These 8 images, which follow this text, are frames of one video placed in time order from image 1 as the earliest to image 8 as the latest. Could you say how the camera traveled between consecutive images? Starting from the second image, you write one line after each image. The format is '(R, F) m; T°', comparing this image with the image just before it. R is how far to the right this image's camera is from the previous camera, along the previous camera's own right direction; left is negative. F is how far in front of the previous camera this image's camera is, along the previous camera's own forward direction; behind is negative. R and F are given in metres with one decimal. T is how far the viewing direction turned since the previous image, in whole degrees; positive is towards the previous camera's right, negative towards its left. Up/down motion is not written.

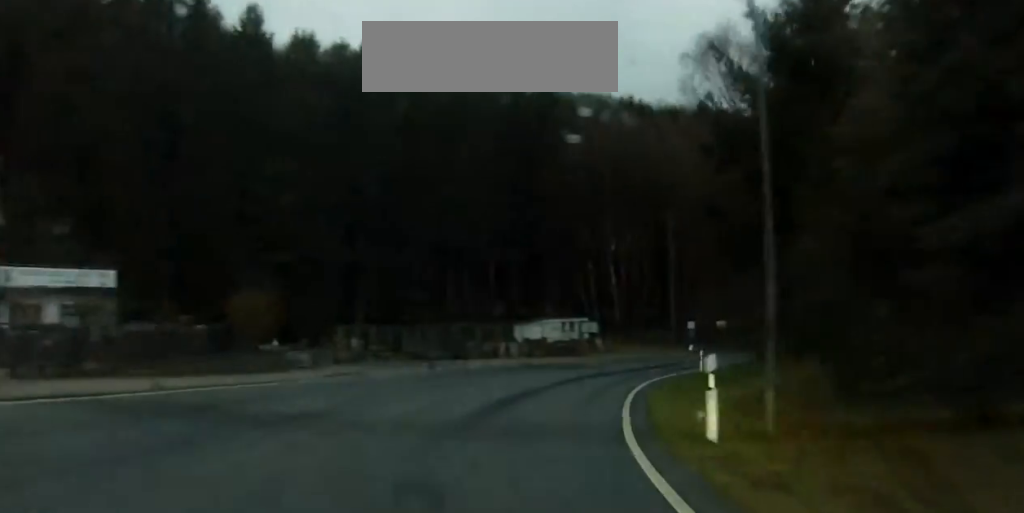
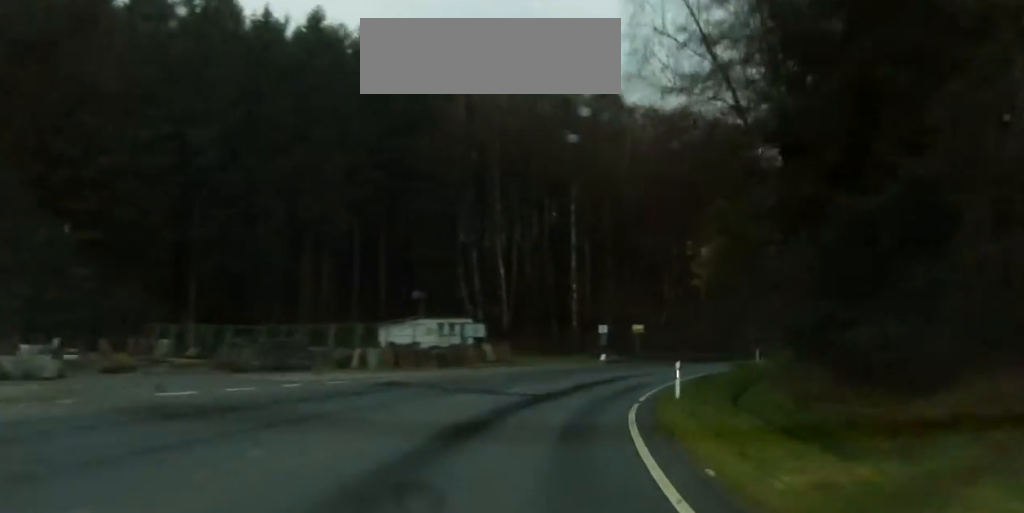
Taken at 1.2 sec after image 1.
(+0.7, +17.4) m; +8°
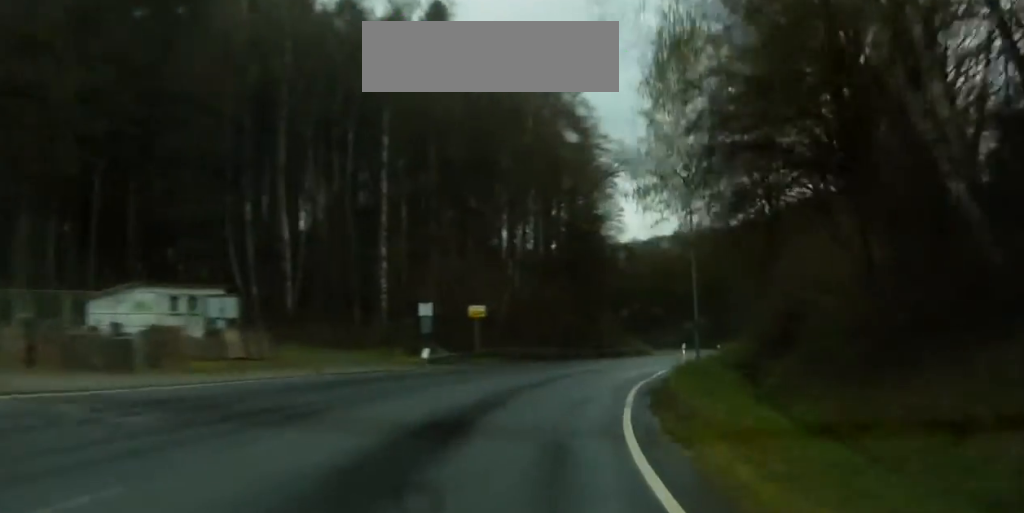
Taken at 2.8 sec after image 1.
(+2.7, +24.0) m; +12°
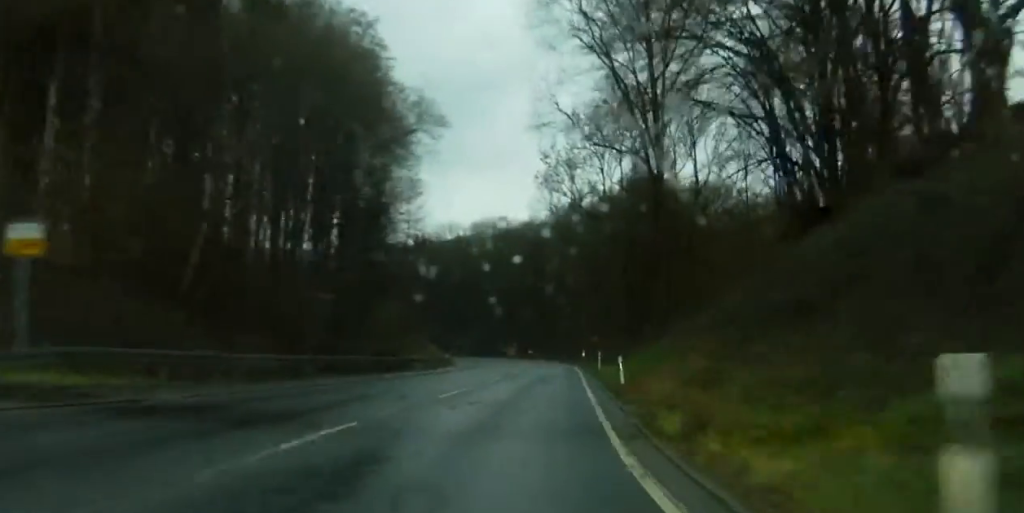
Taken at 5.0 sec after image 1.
(+4.7, +32.9) m; +13°
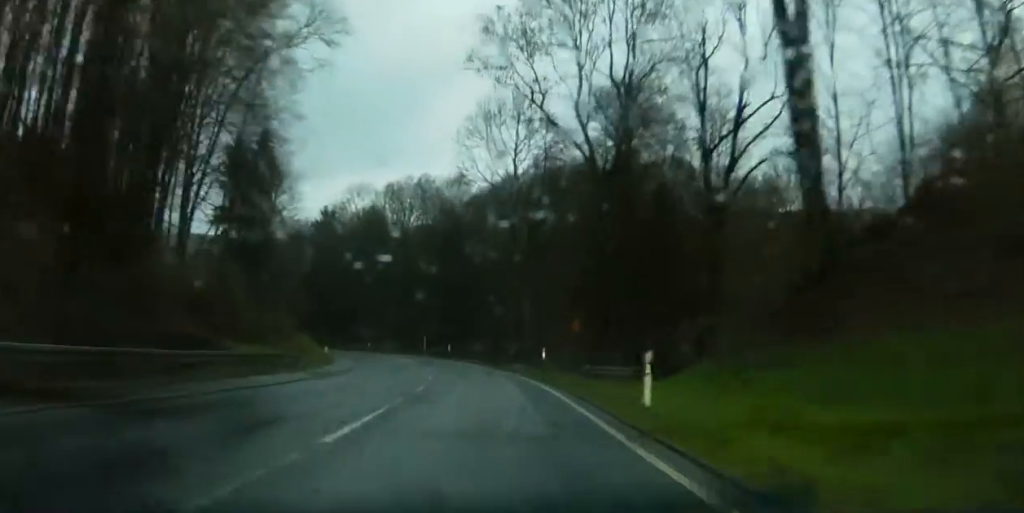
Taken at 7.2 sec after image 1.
(+2.3, +33.3) m; +5°
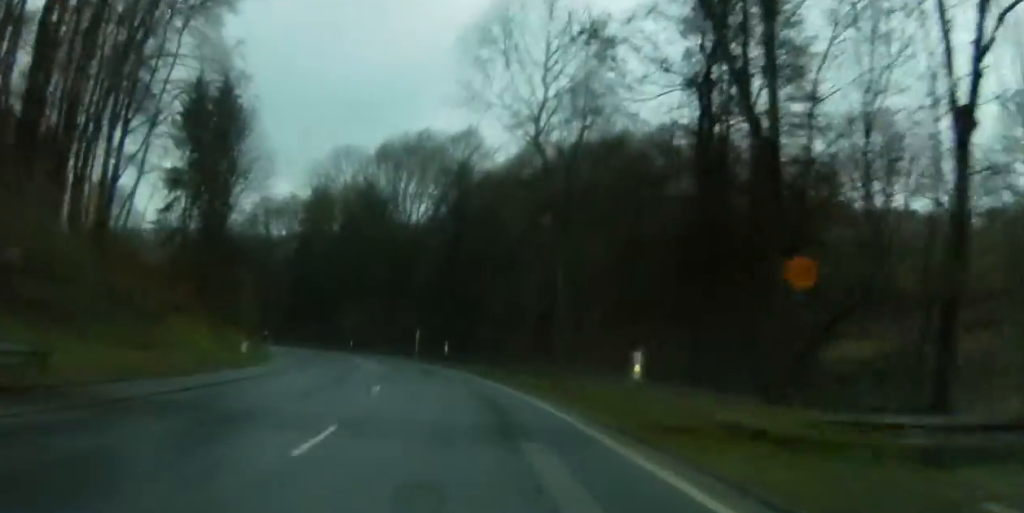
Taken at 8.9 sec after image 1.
(+0.3, +24.9) m; -1°
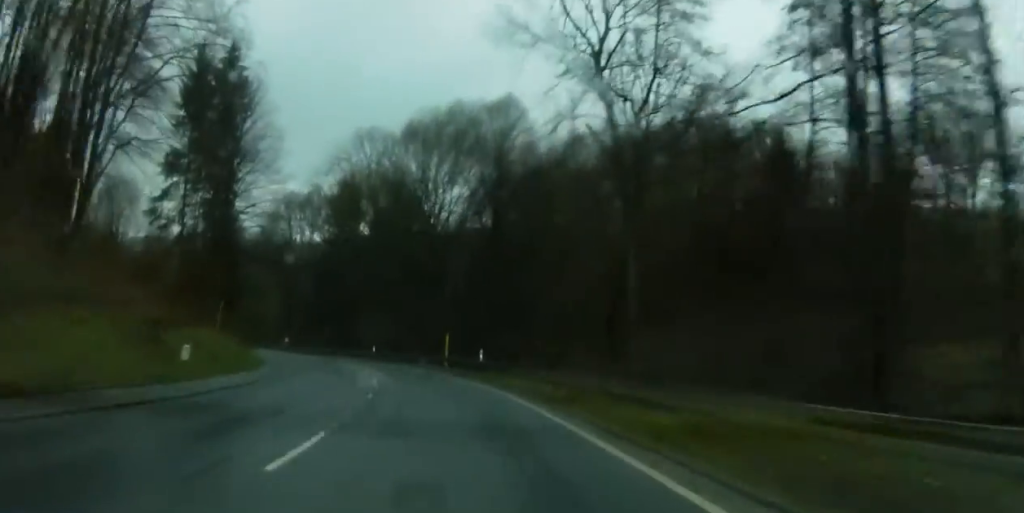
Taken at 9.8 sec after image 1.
(-0.1, +12.8) m; -2°
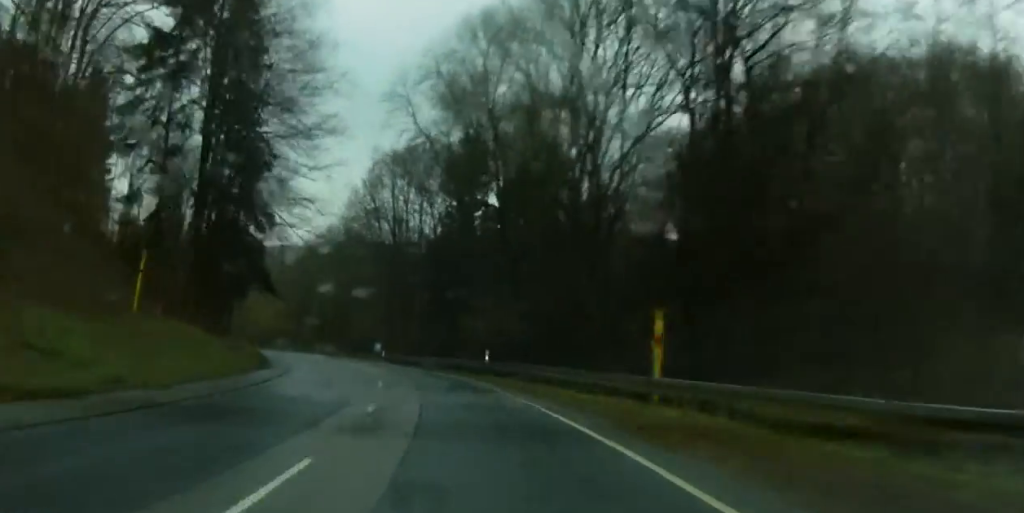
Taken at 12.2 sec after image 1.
(-2.5, +34.6) m; -9°
